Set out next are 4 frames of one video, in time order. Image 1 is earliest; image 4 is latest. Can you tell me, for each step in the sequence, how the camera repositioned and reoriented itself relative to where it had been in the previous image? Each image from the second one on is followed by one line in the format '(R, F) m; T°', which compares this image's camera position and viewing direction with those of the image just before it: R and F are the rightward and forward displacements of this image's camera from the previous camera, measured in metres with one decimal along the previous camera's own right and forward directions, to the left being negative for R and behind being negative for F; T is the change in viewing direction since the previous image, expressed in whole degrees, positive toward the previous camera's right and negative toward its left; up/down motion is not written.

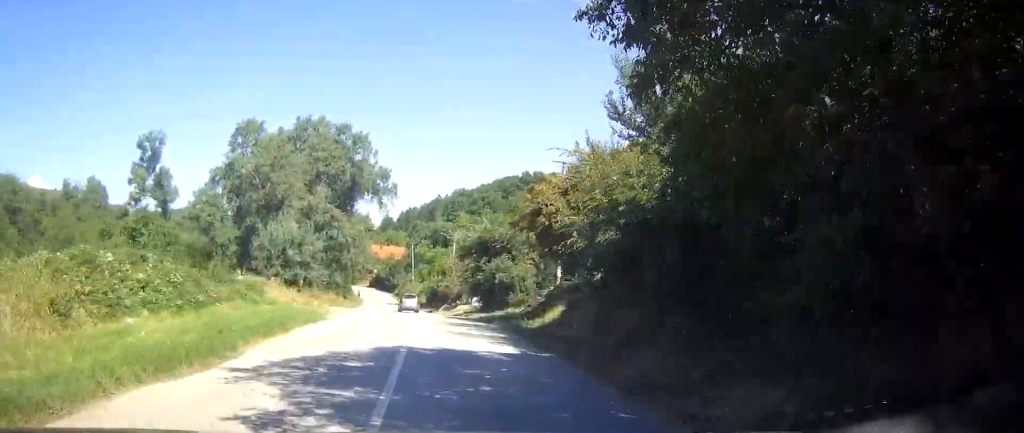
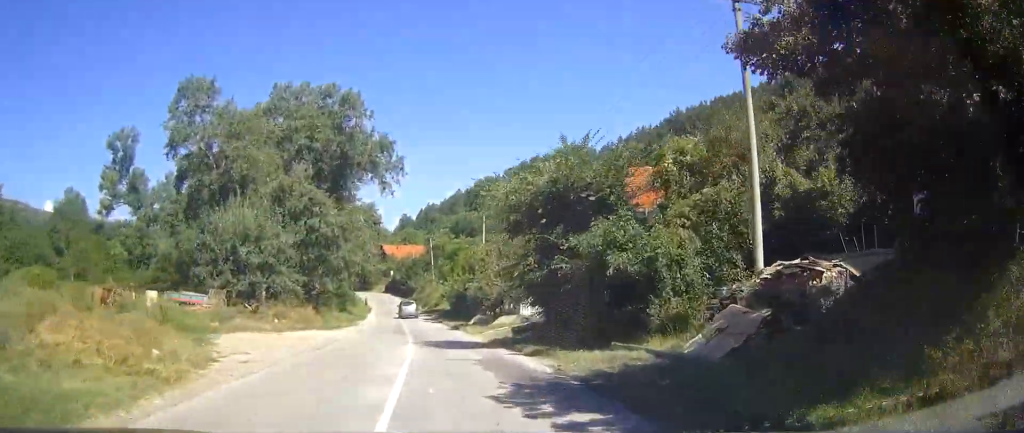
(-0.3, +20.6) m; -2°
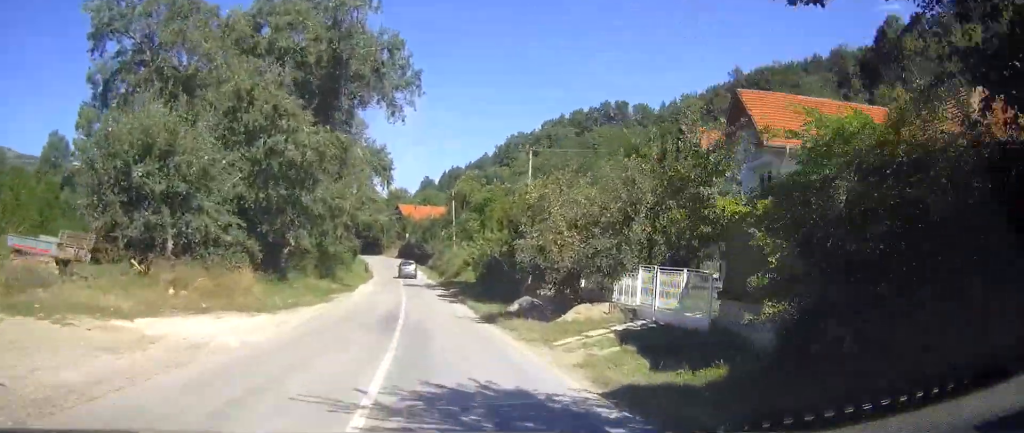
(-0.3, +17.8) m; -2°
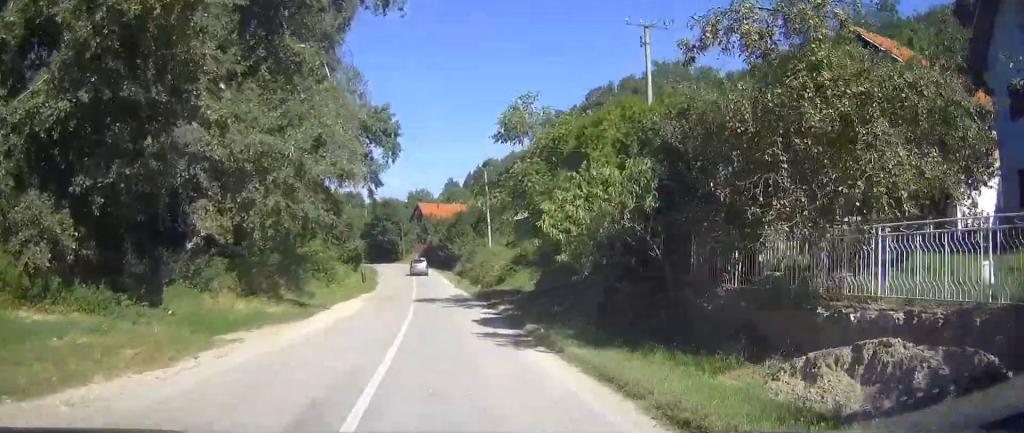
(-0.2, +20.9) m; -2°
